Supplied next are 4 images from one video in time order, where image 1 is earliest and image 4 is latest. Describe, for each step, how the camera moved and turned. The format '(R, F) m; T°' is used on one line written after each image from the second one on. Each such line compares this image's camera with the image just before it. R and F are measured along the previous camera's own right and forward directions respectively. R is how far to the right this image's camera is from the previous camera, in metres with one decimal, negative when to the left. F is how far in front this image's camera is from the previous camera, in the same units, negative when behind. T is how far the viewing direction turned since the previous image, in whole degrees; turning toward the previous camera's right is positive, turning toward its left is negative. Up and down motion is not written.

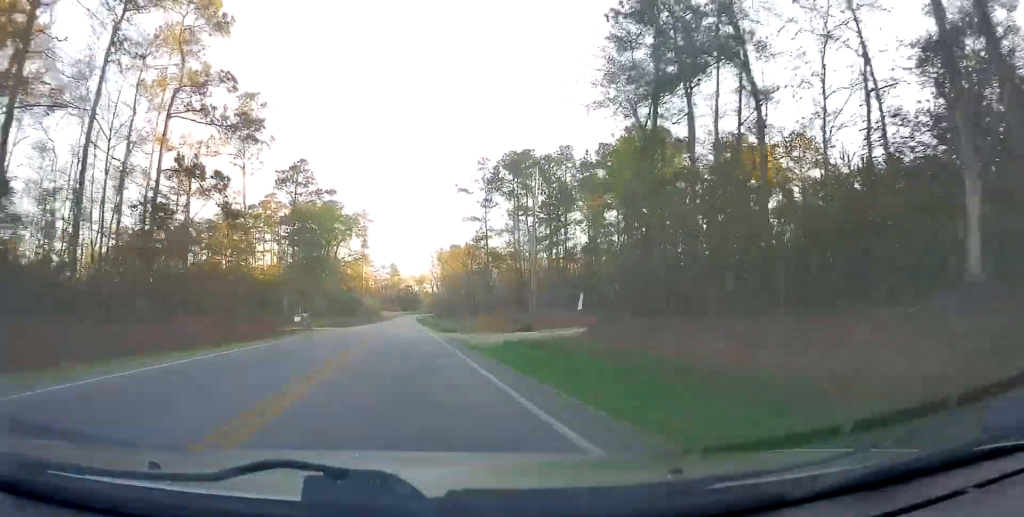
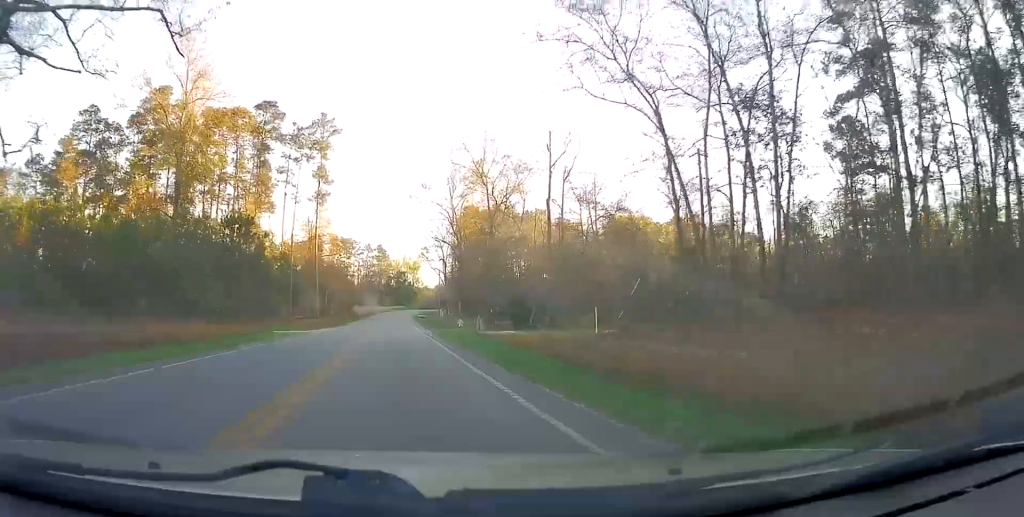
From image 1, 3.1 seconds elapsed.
(+3.6, +73.9) m; +4°
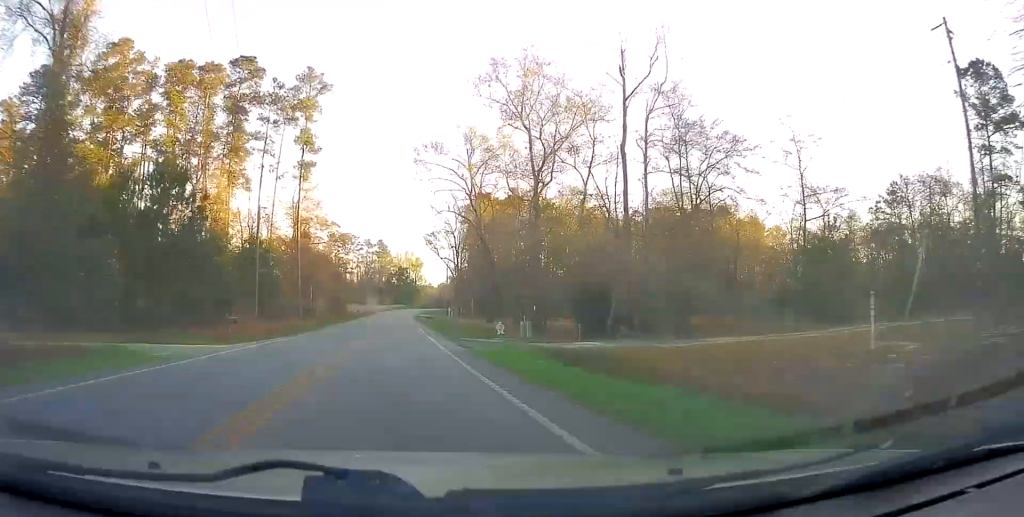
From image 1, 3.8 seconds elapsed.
(0.0, +16.4) m; 0°
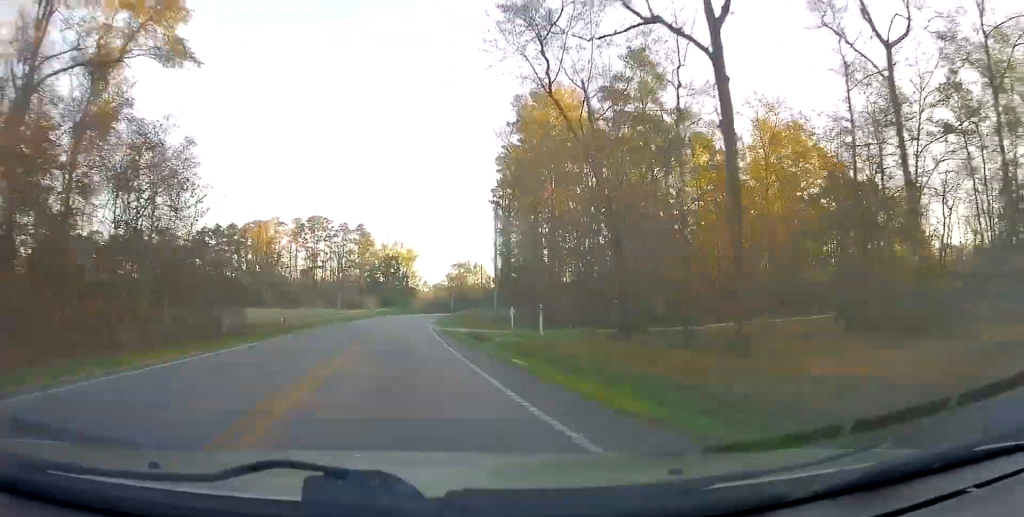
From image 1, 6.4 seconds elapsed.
(-0.8, +61.6) m; 0°
